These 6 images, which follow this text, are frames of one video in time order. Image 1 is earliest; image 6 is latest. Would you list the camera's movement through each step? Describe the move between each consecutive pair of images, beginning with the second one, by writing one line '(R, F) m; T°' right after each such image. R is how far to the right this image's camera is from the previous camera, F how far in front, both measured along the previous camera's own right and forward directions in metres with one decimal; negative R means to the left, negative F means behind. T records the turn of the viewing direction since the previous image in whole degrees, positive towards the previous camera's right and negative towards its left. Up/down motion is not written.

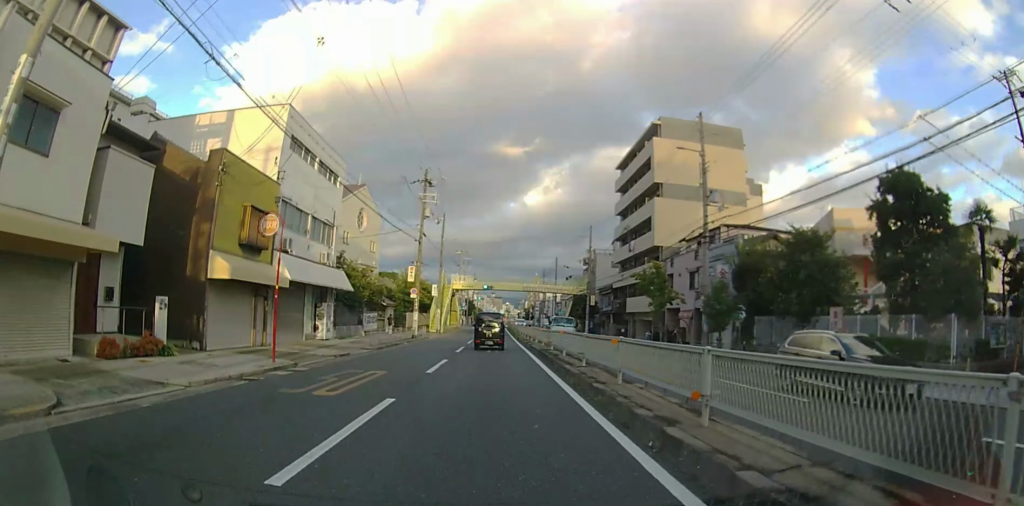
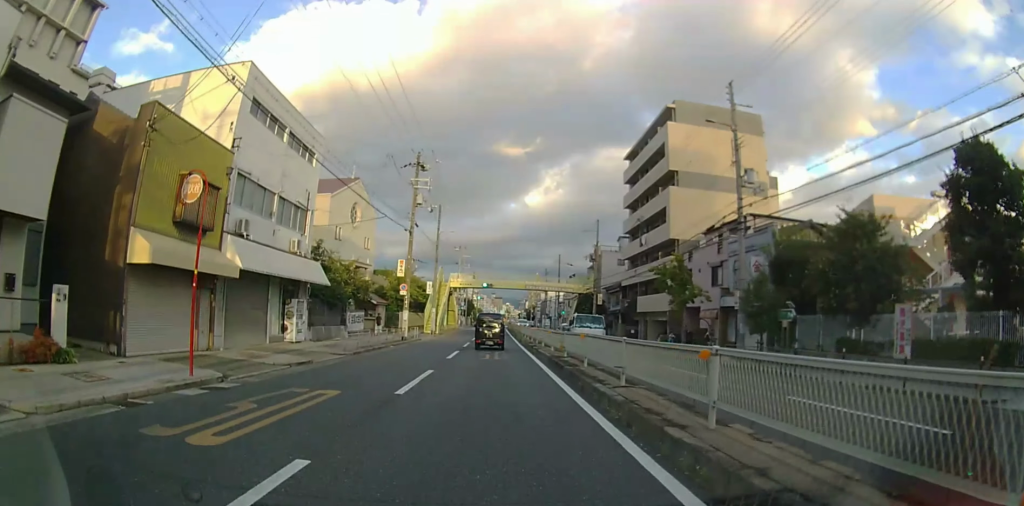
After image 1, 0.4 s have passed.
(0.0, +4.2) m; +1°
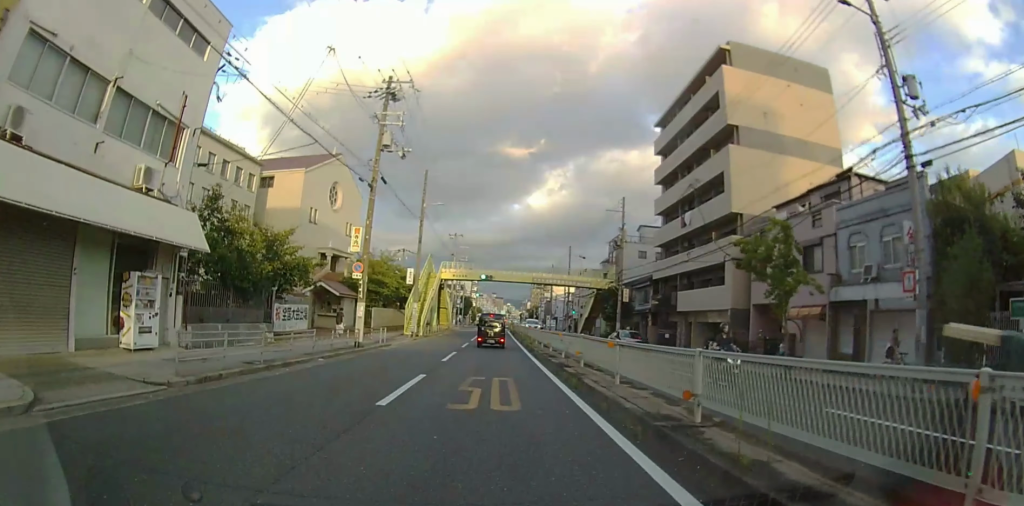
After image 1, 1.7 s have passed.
(+0.2, +12.2) m; +1°
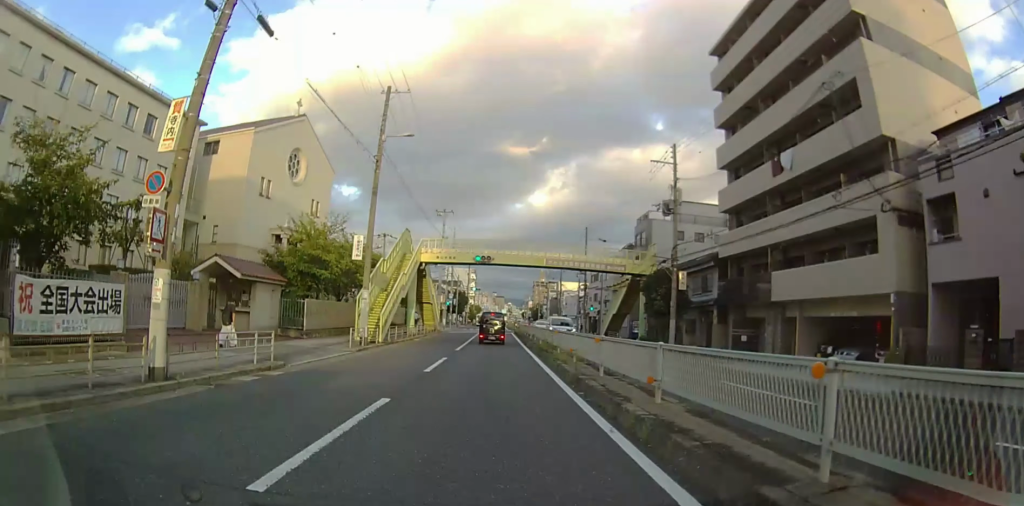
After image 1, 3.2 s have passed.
(-0.5, +15.3) m; -2°
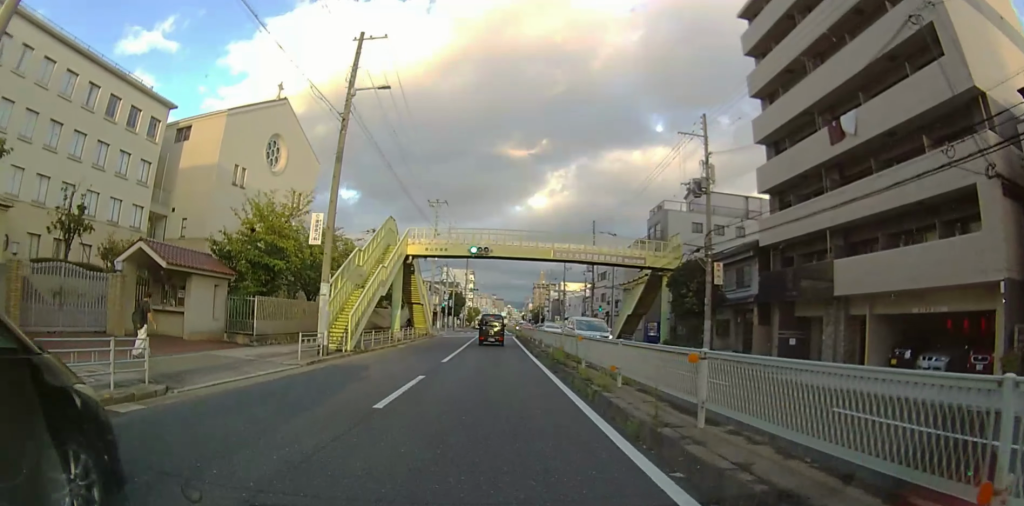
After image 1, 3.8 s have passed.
(-0.1, +5.7) m; 0°
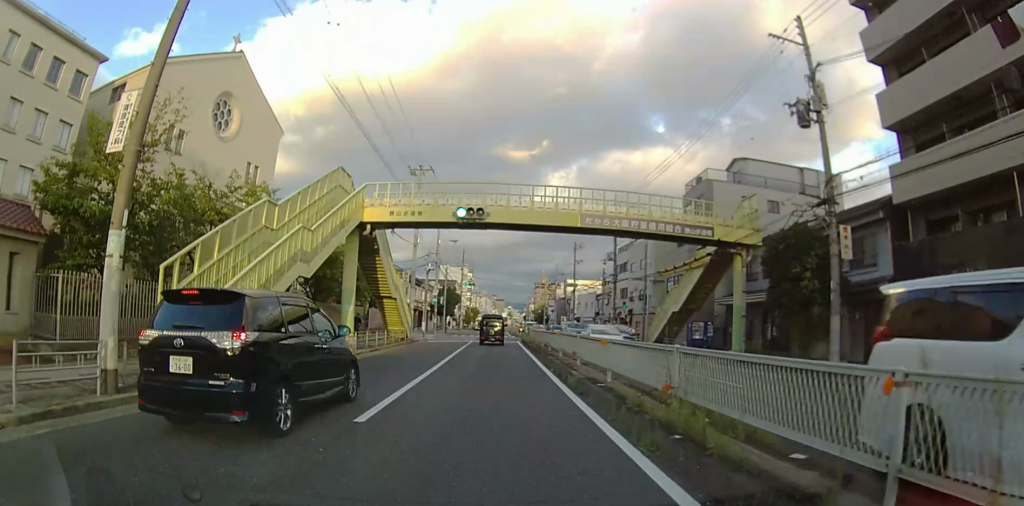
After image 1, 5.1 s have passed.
(+0.1, +11.5) m; 0°
